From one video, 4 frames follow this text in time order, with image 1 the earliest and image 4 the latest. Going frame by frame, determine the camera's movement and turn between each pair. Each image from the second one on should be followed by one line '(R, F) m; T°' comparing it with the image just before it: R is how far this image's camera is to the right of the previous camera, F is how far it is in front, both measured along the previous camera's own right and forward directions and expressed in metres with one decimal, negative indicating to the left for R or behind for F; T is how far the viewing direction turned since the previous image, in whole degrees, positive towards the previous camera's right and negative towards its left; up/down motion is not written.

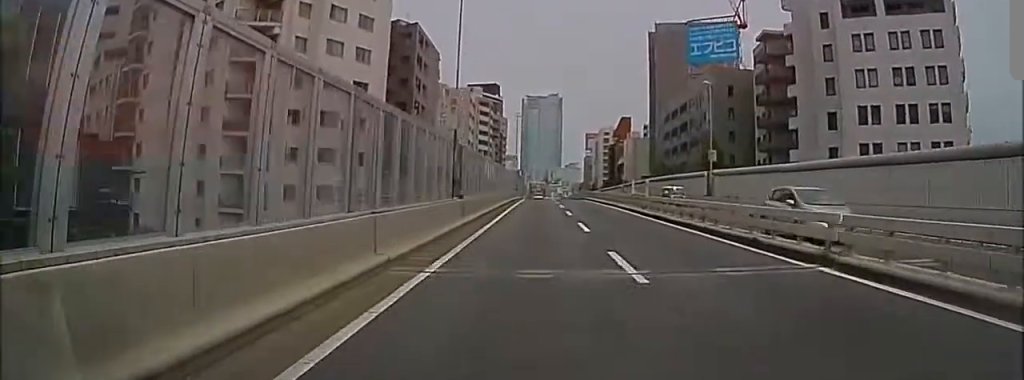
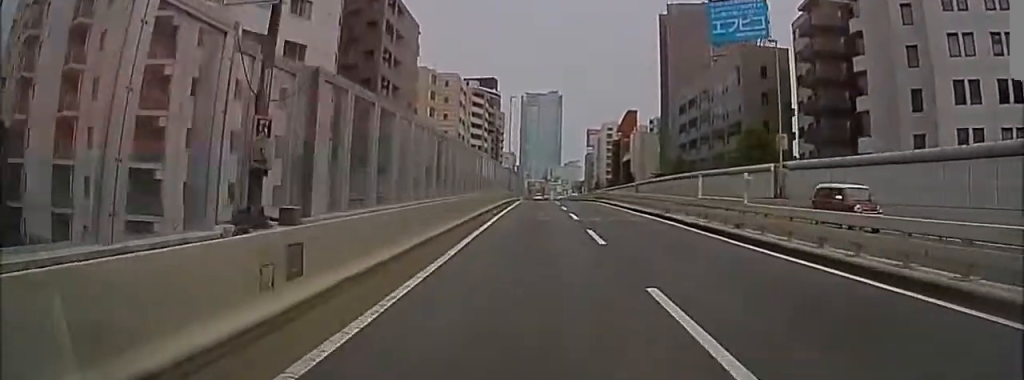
(0.0, +14.3) m; 0°
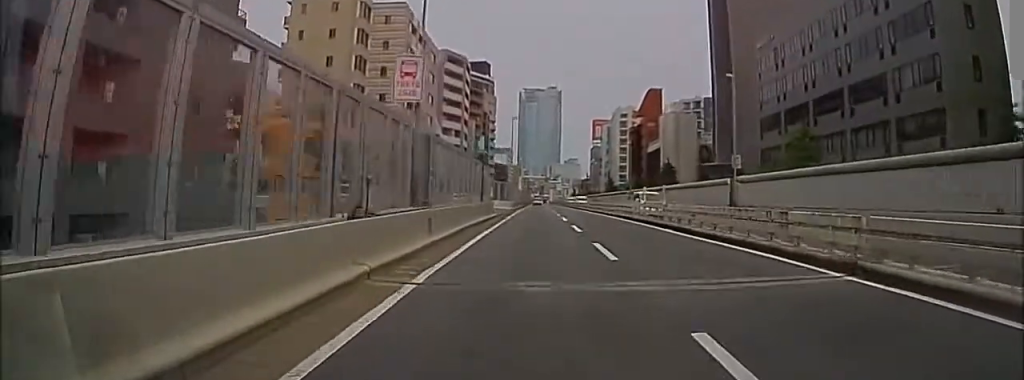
(-0.7, +41.3) m; -4°
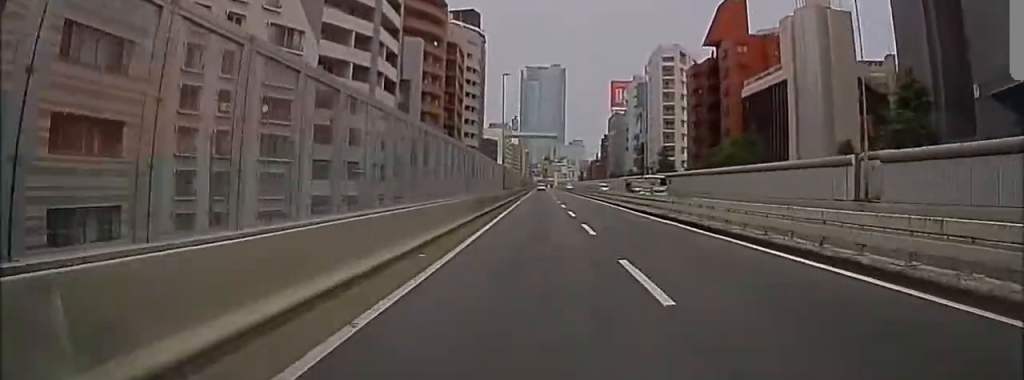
(-7.8, +66.4) m; +4°
